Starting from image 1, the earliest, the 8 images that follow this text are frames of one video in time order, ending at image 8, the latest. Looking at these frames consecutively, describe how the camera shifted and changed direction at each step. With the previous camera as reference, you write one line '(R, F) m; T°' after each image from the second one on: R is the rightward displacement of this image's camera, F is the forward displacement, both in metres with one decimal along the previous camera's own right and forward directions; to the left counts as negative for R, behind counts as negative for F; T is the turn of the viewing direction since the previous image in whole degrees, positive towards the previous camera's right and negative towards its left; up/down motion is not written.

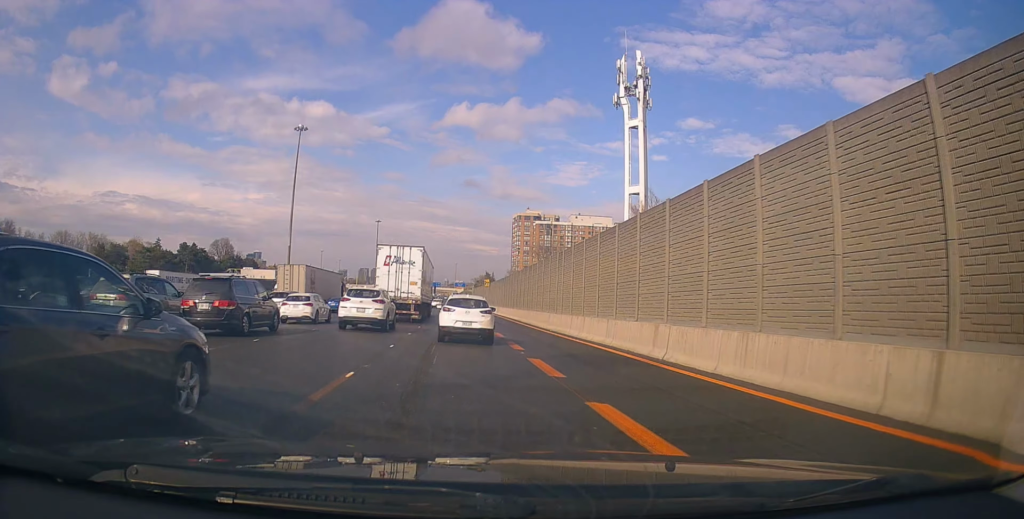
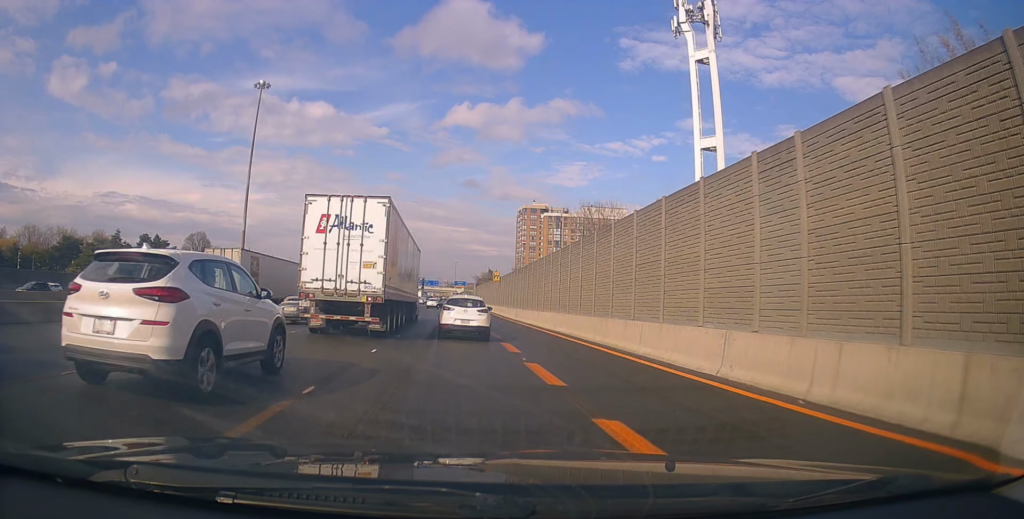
(+0.3, +26.0) m; +1°
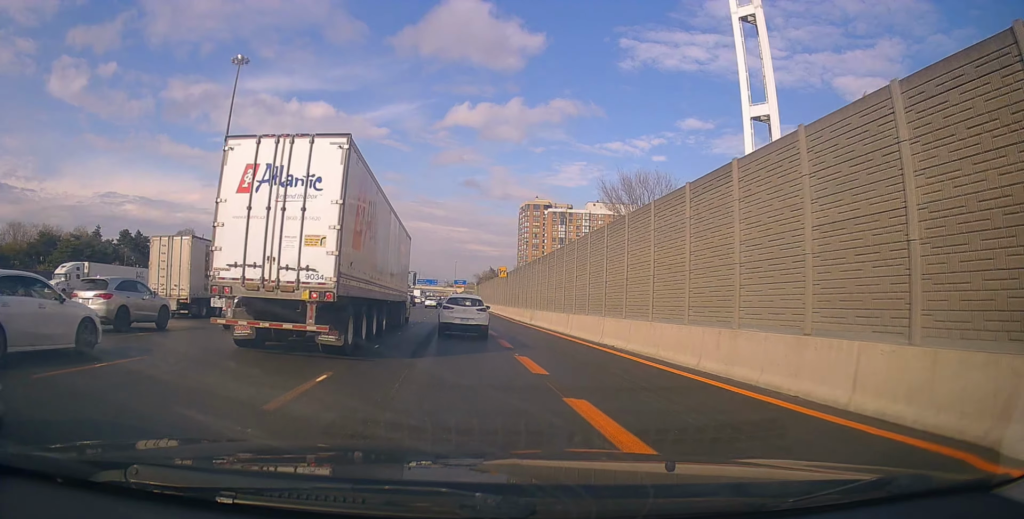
(-0.1, +11.2) m; -1°
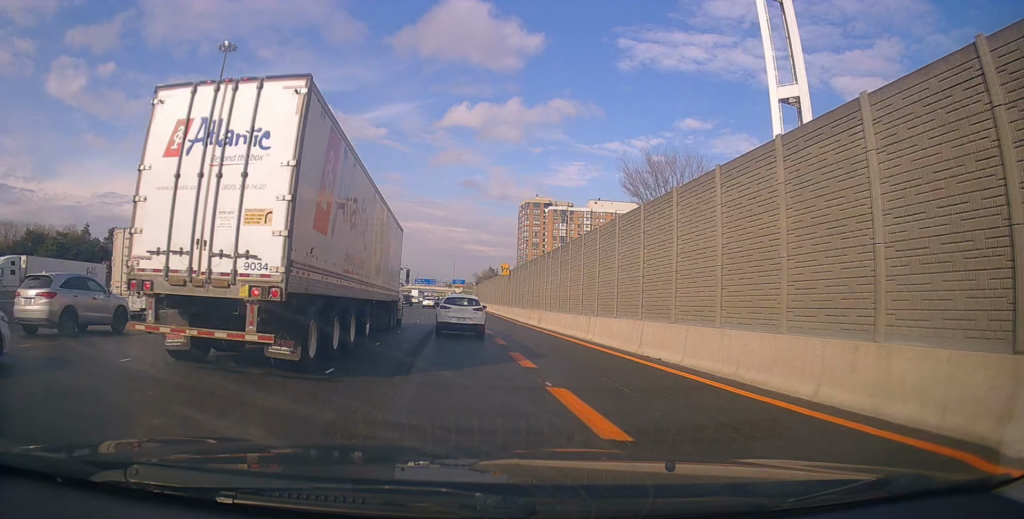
(0.0, +5.4) m; -1°
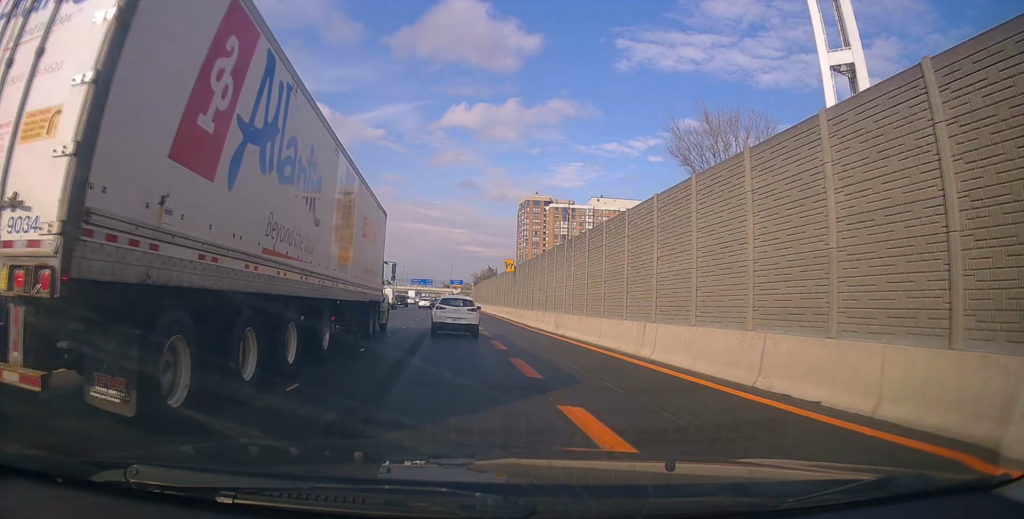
(-0.1, +7.8) m; 0°
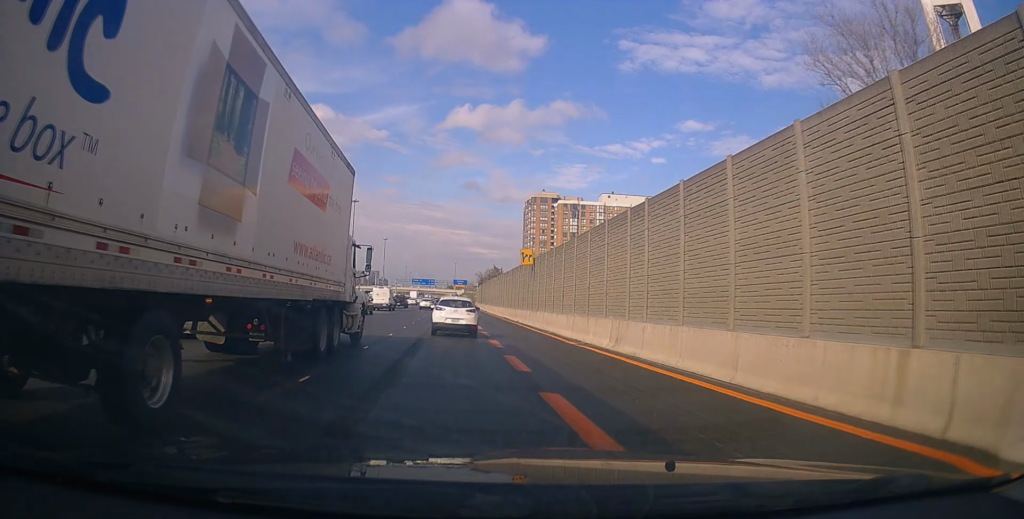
(0.0, +11.6) m; 0°
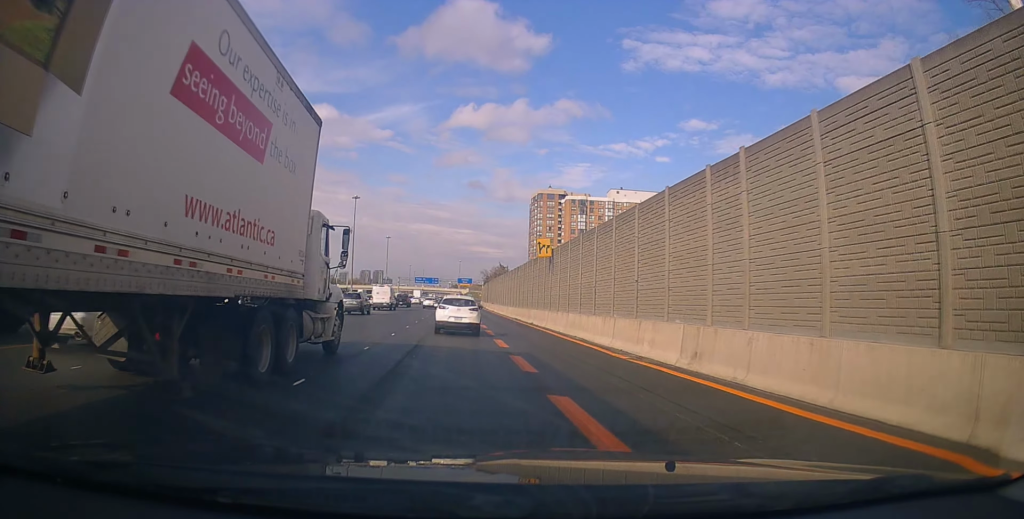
(+0.1, +6.5) m; 0°
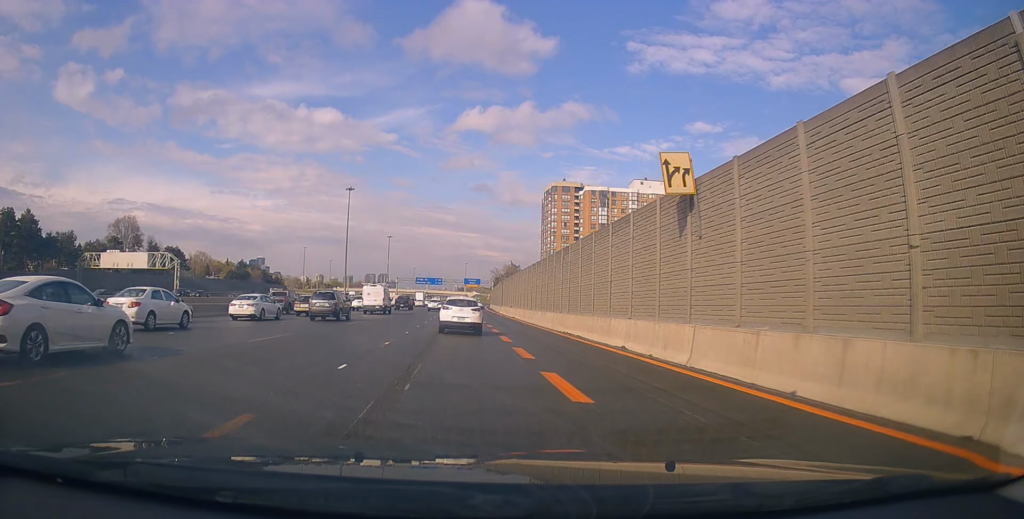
(+0.1, +22.2) m; +1°
